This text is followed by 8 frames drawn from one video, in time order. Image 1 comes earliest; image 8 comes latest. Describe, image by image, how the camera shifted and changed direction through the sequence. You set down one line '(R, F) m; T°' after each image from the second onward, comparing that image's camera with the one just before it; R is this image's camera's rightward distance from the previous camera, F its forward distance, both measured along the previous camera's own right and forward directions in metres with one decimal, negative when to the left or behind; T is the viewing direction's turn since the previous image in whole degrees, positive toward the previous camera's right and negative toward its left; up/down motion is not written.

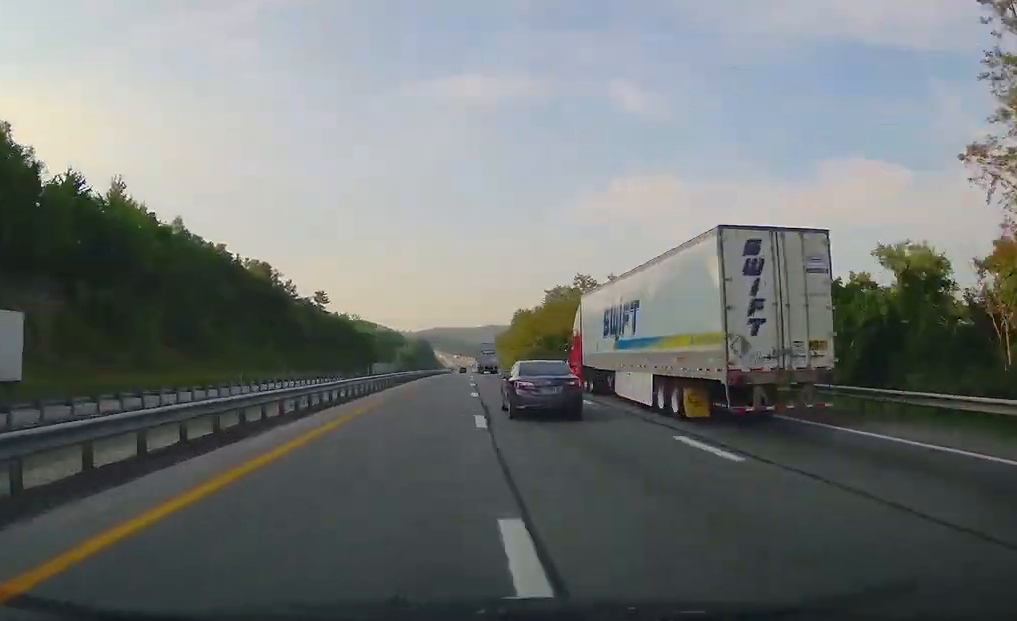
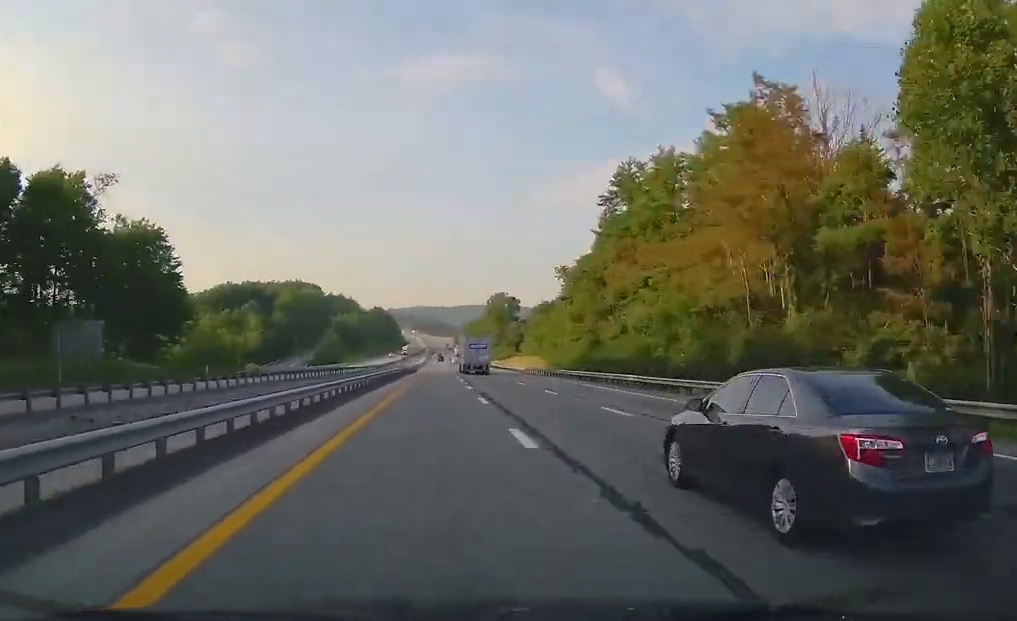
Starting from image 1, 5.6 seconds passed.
(+4.9, +189.0) m; +1°
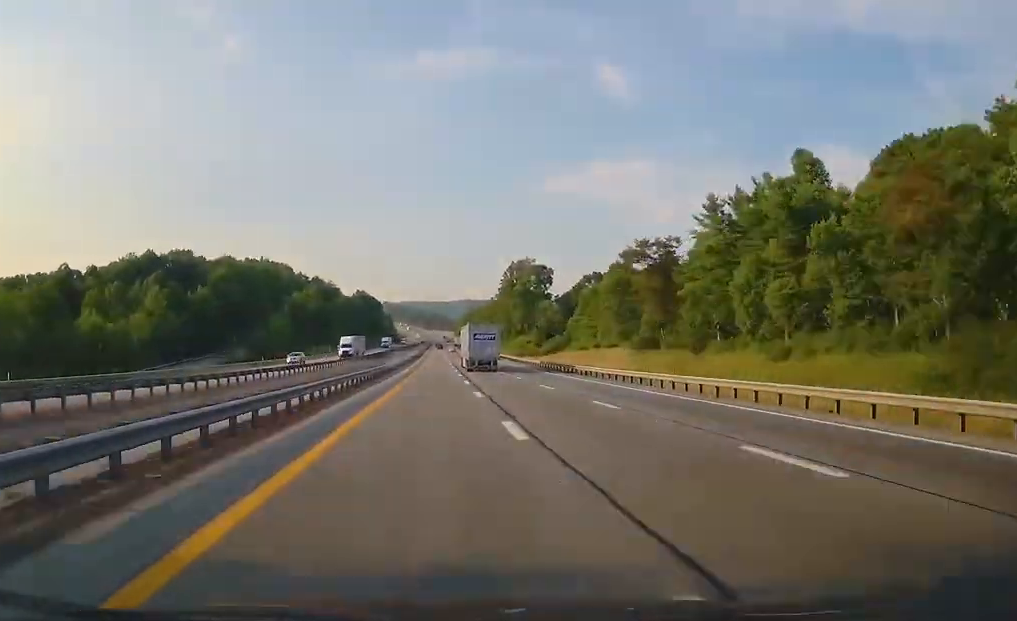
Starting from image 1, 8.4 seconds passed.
(-0.1, +96.0) m; 0°
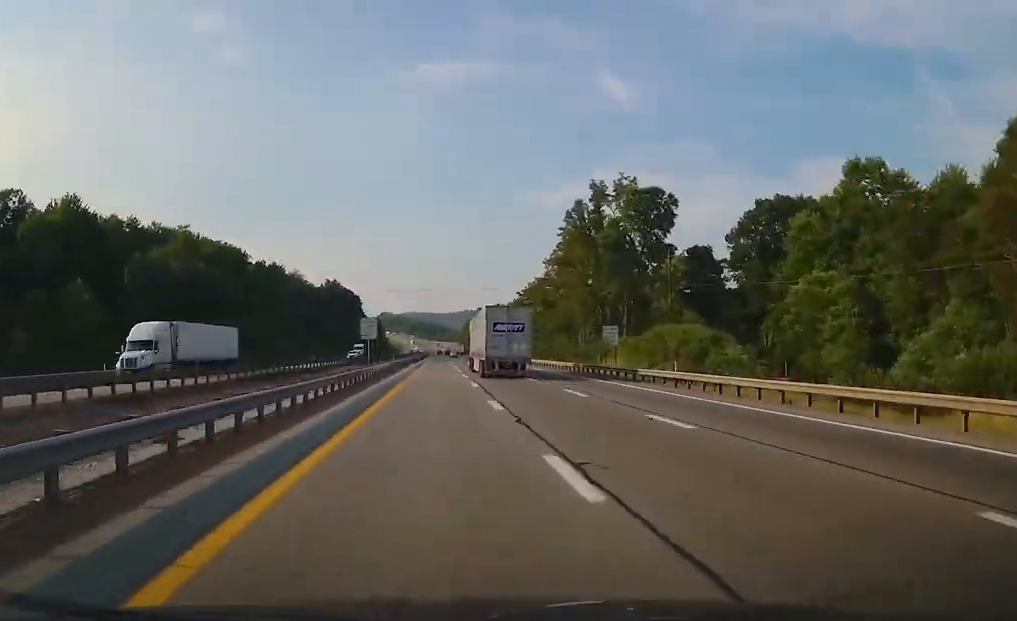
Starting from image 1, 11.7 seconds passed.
(+0.2, +115.4) m; 0°
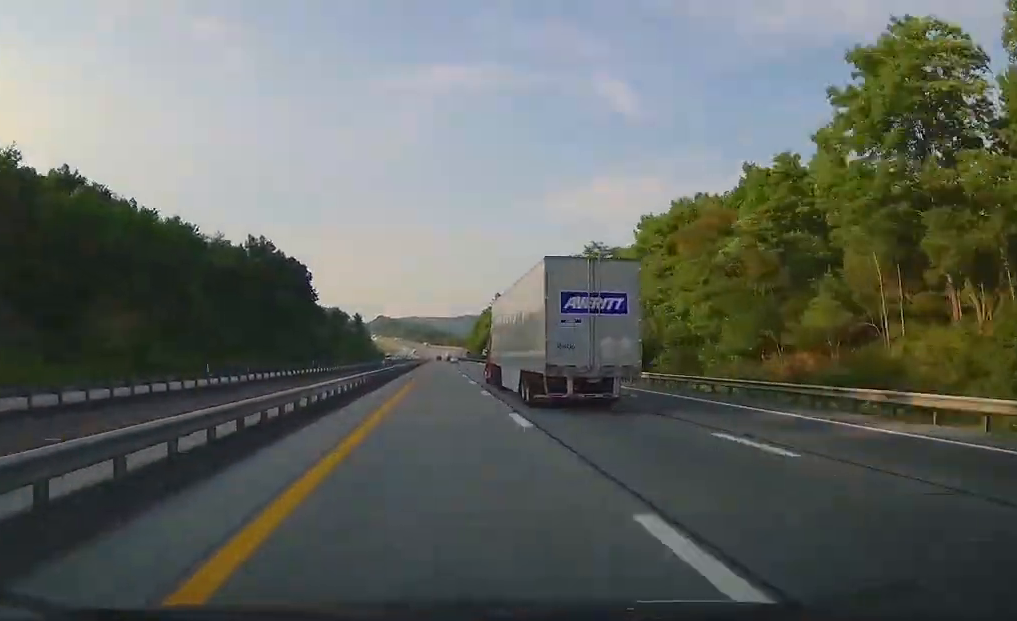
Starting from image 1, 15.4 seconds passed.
(-0.6, +125.3) m; 0°
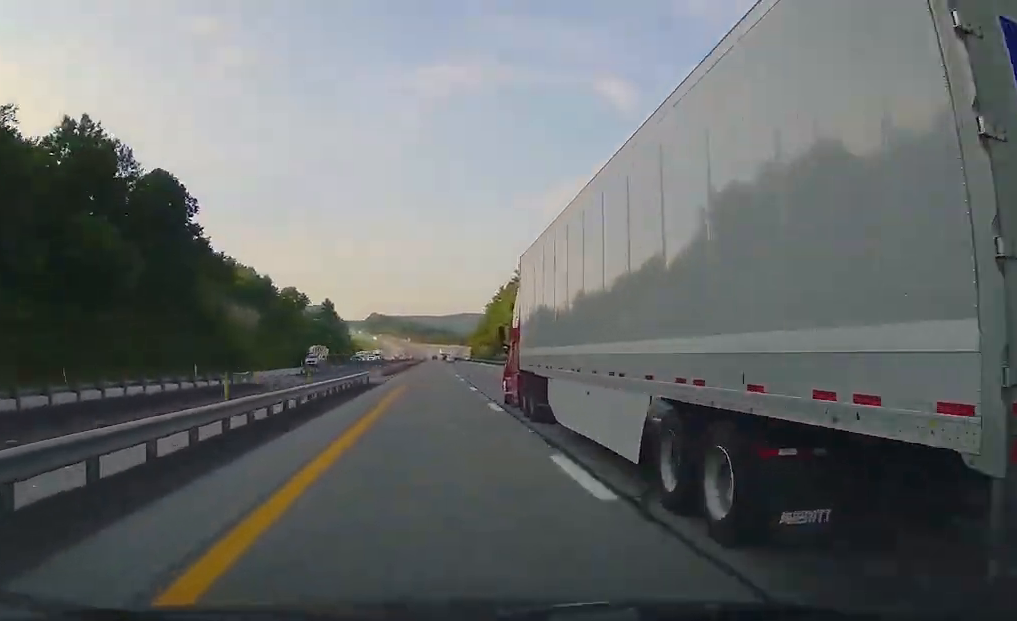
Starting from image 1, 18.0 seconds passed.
(+1.5, +93.2) m; 0°
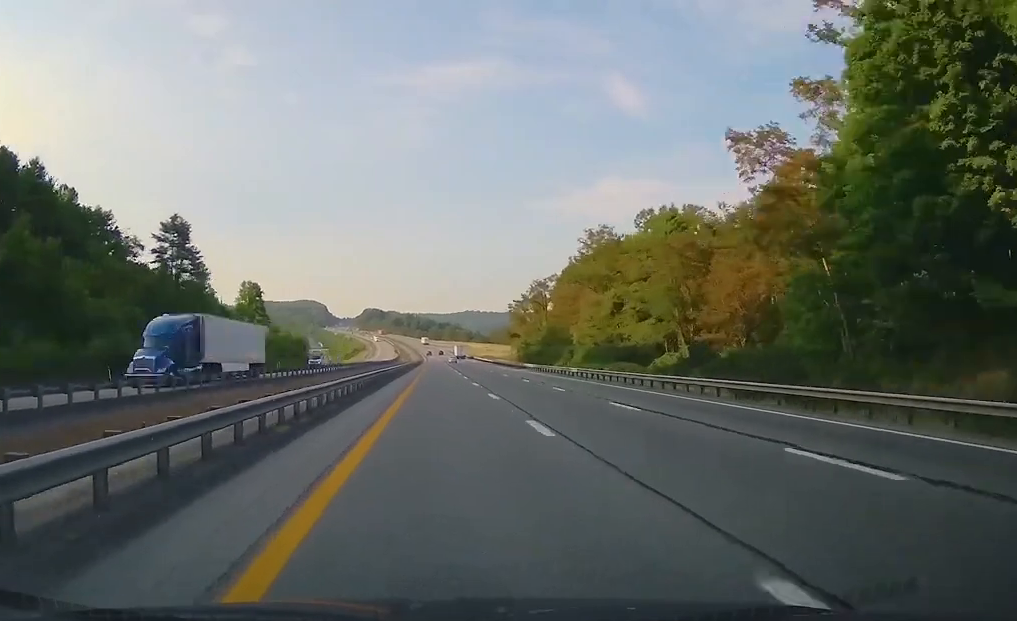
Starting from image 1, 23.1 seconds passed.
(-2.6, +178.0) m; 0°
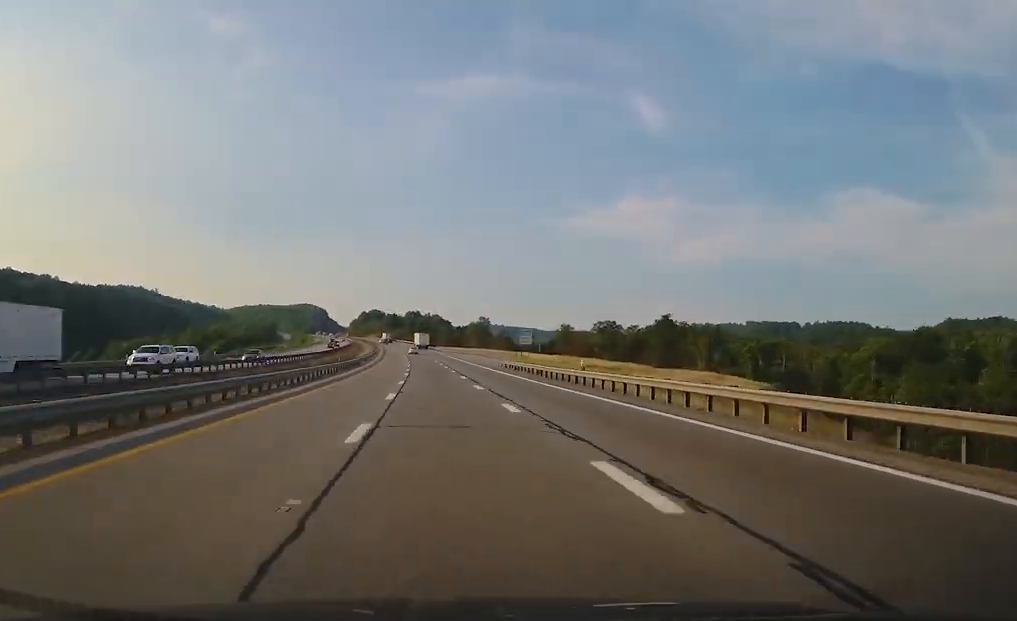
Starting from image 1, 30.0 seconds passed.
(-0.4, +245.9) m; -3°
